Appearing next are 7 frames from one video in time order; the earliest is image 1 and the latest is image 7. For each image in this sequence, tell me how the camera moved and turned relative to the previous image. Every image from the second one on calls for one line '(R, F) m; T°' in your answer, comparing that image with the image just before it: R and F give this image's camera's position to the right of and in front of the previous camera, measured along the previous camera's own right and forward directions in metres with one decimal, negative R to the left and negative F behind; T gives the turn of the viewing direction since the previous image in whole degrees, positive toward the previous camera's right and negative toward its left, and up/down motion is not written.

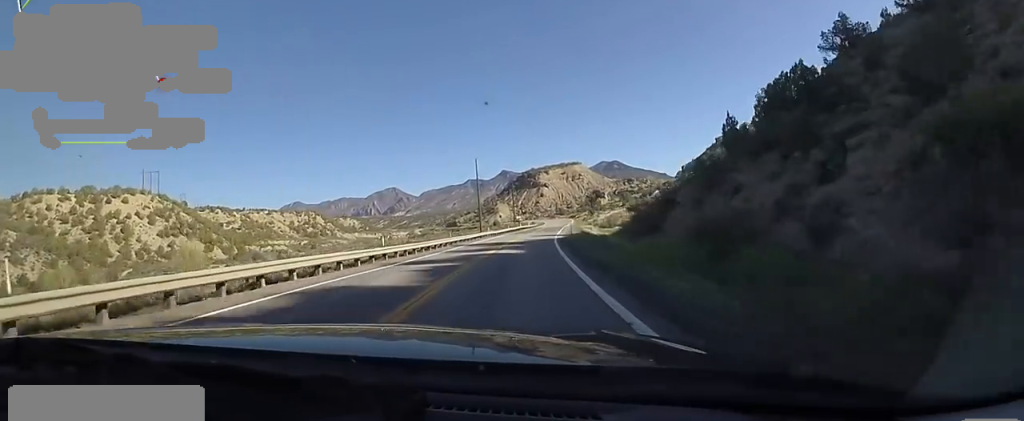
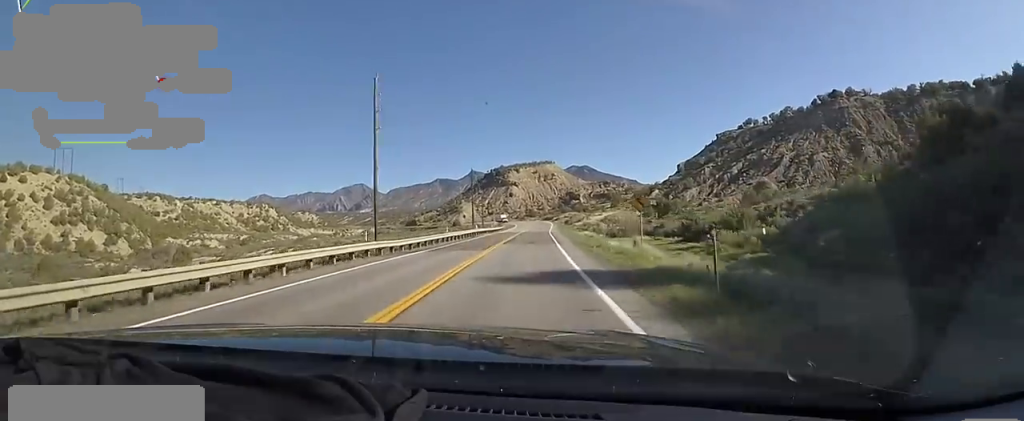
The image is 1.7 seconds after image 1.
(+2.4, +40.1) m; +5°
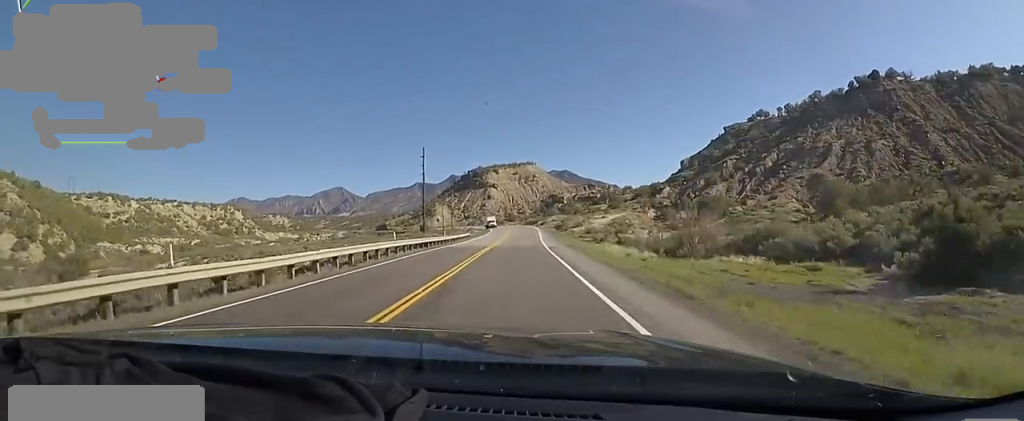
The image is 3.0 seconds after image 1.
(+0.9, +31.1) m; +1°
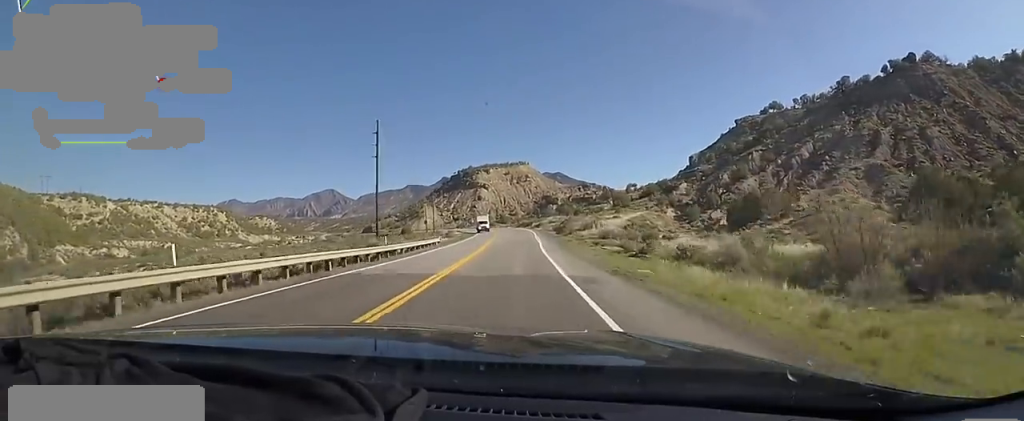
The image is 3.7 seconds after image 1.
(-0.5, +18.4) m; 0°
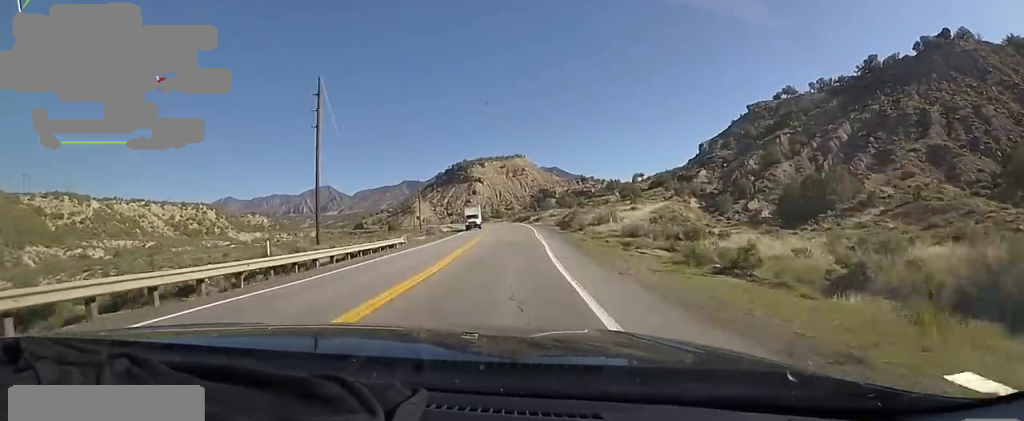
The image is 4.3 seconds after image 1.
(0.0, +13.5) m; +1°
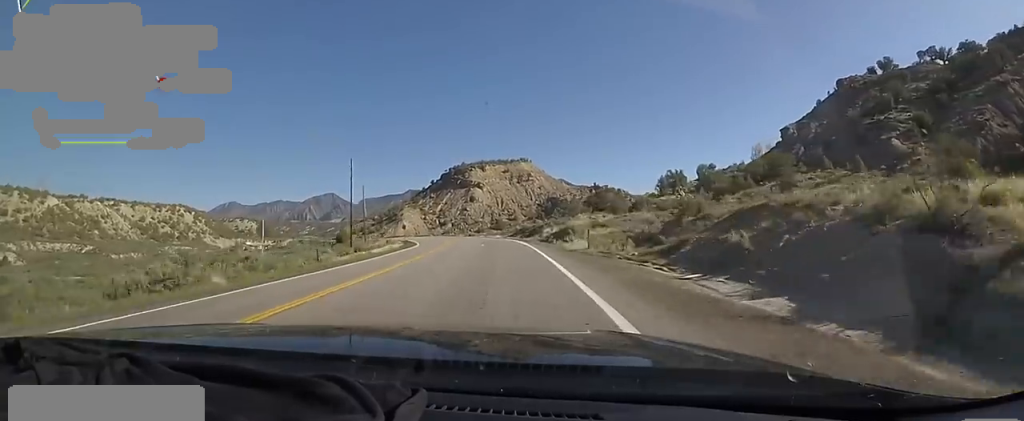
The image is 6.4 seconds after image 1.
(+1.5, +49.7) m; +1°
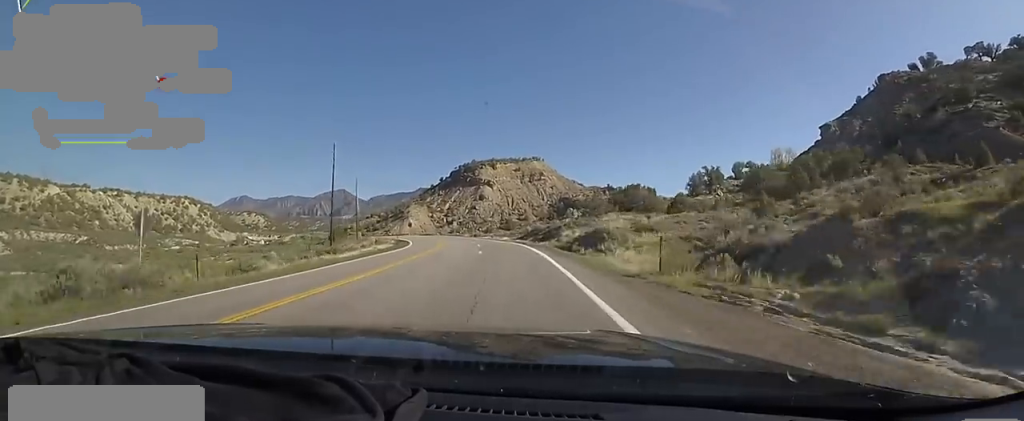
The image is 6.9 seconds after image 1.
(+0.3, +11.0) m; -1°
